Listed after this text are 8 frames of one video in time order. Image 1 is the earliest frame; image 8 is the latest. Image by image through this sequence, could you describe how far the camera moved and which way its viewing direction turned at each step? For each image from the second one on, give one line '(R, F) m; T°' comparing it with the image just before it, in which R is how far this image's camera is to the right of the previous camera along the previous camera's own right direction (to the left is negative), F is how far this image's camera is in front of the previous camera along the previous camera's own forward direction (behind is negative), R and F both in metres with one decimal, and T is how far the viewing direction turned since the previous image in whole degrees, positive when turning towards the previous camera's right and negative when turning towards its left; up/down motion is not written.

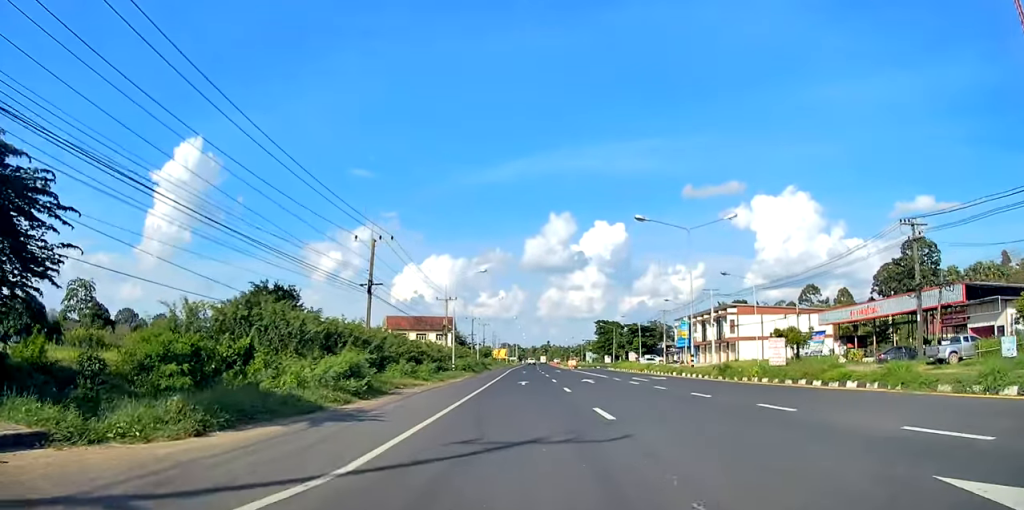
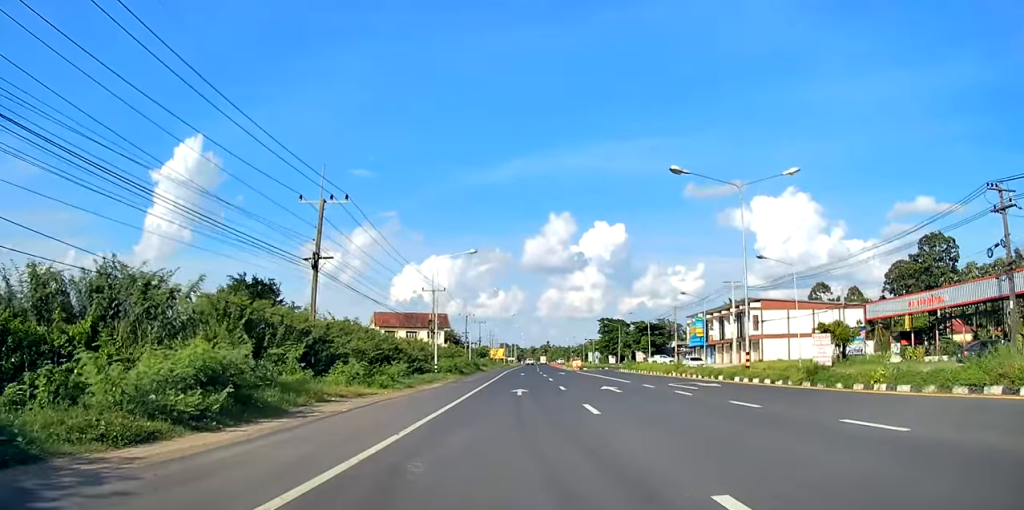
(+0.1, +10.0) m; +1°
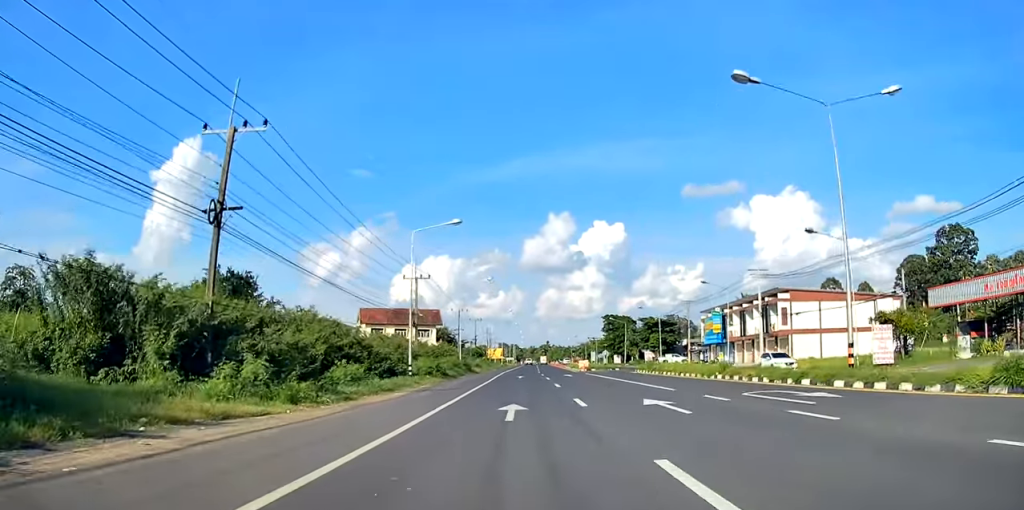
(+0.2, +9.5) m; +1°
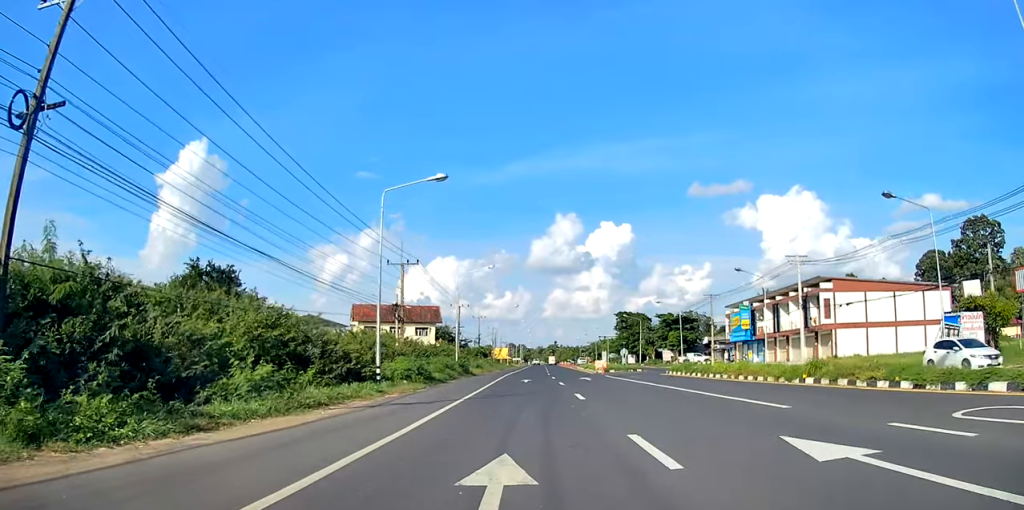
(0.0, +9.1) m; +1°
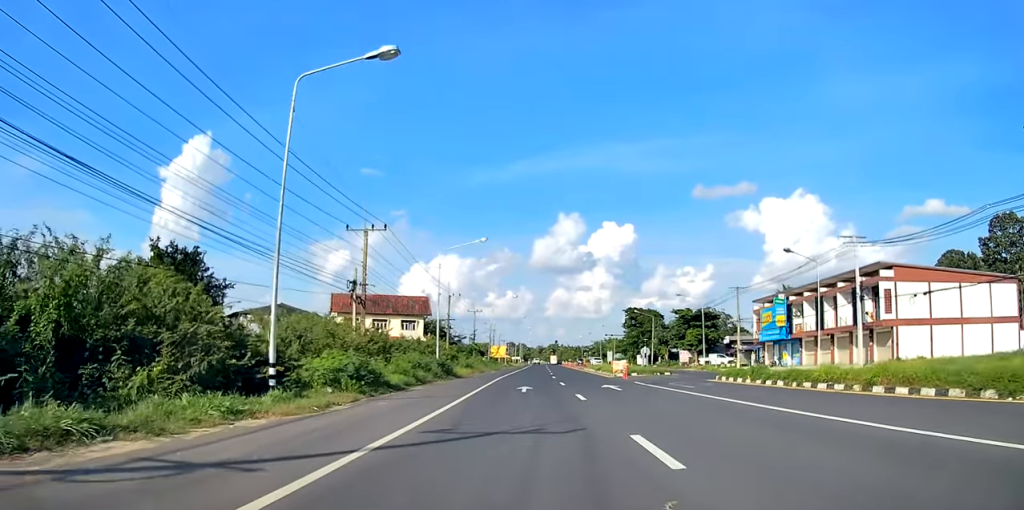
(+0.1, +11.3) m; 0°
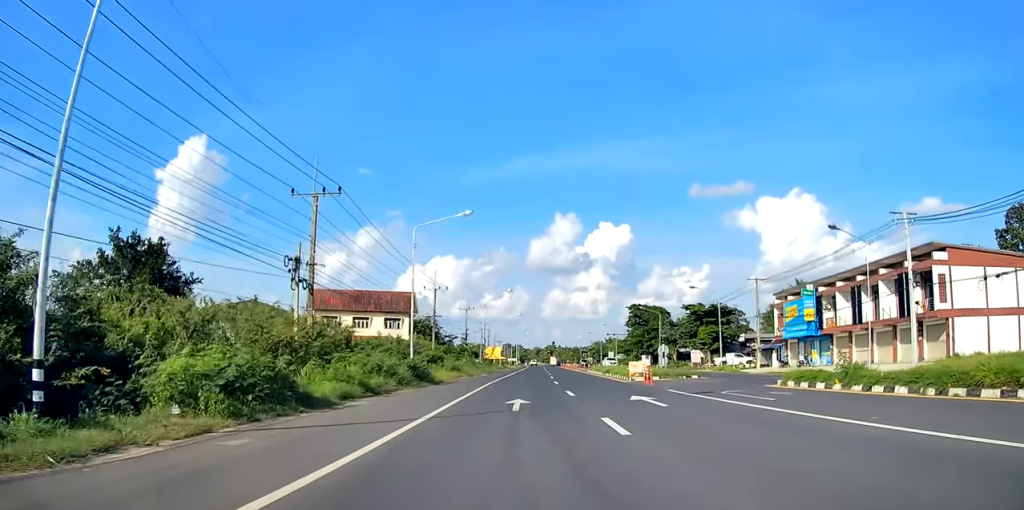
(0.0, +9.1) m; 0°
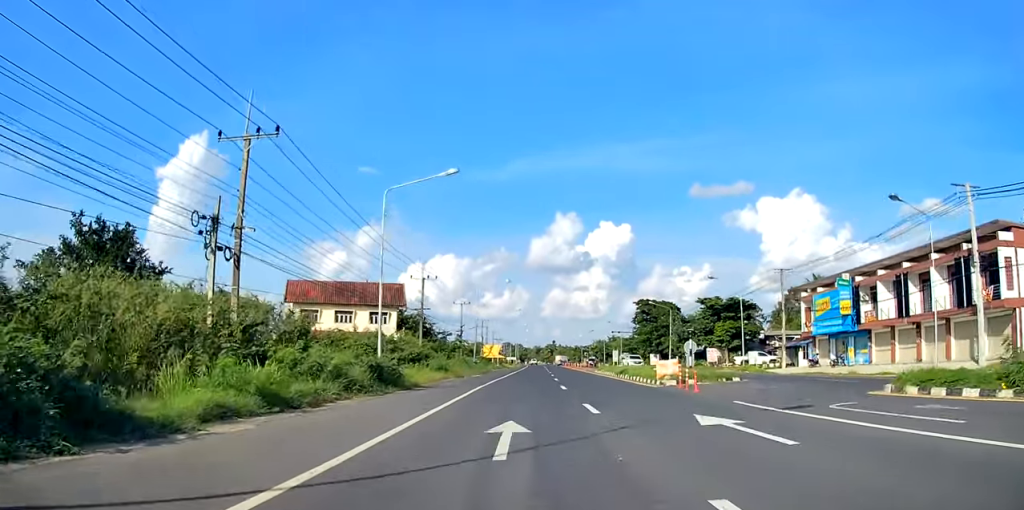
(-0.2, +8.1) m; 0°
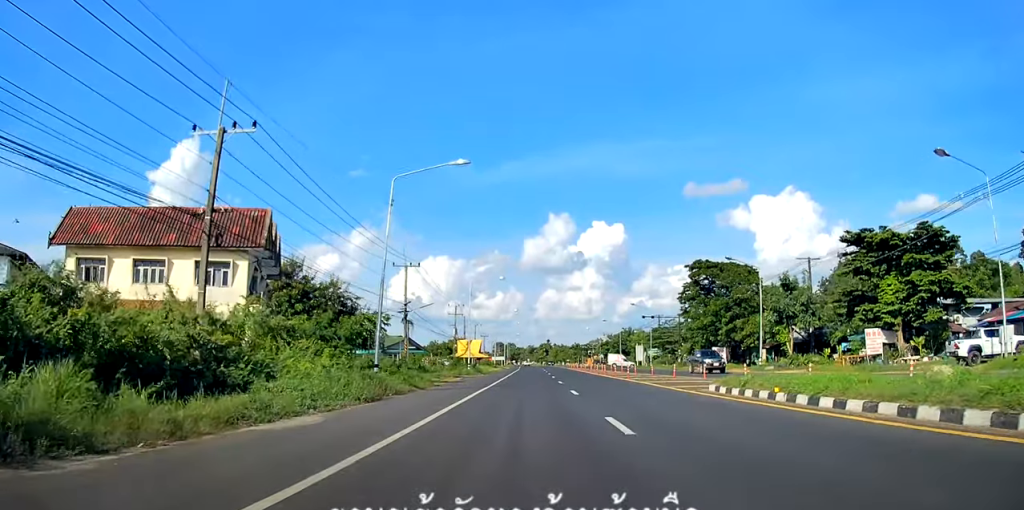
(+0.3, +40.1) m; +1°
